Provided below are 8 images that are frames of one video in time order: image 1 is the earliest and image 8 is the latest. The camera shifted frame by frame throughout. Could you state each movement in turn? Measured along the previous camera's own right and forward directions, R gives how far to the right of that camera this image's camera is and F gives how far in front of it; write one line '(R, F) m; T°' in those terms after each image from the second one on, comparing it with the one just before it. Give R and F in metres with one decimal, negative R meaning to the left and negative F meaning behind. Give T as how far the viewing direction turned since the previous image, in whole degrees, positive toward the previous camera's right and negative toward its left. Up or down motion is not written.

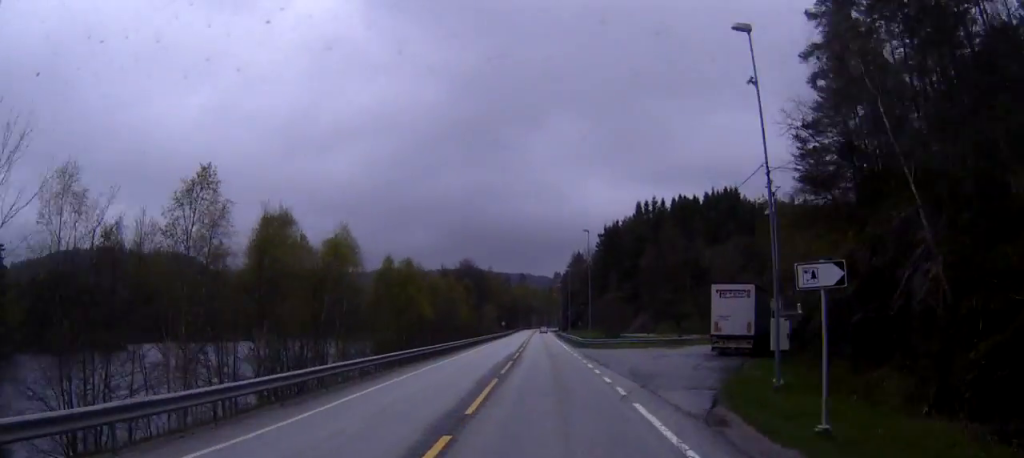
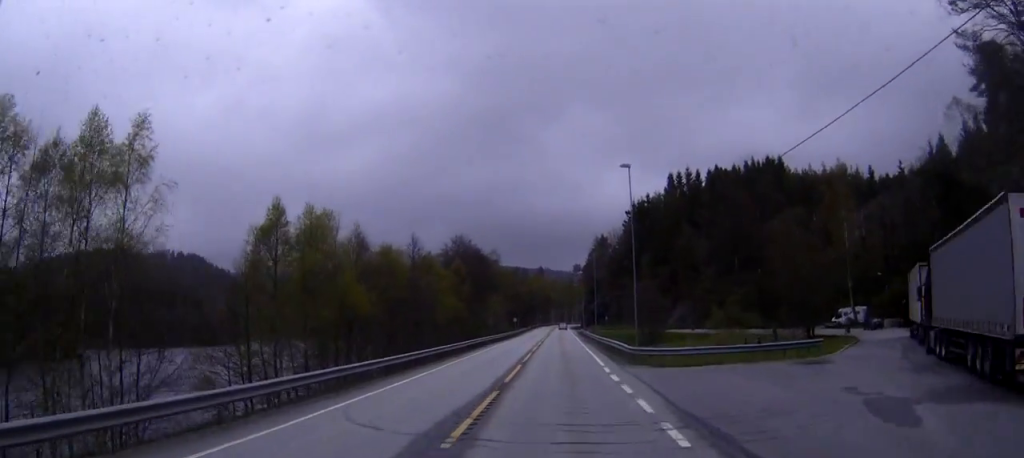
(+0.6, +27.7) m; +2°
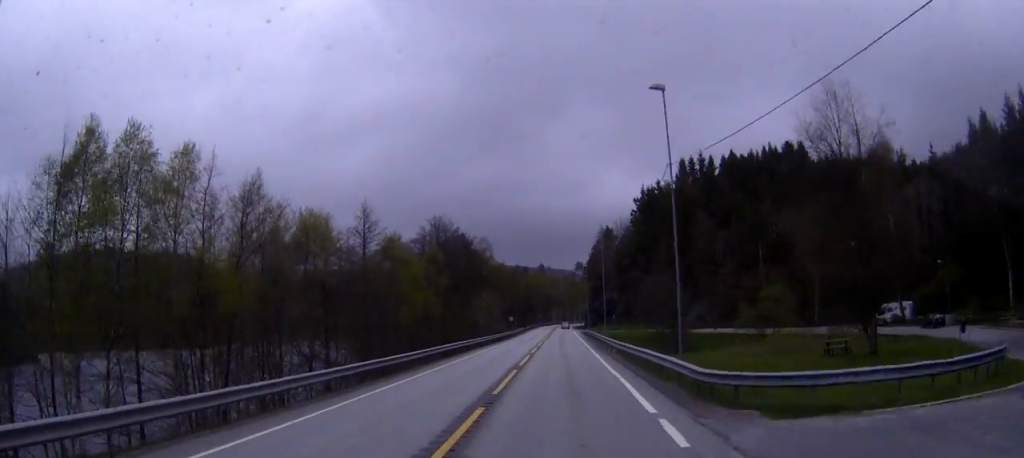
(+0.1, +16.1) m; 0°
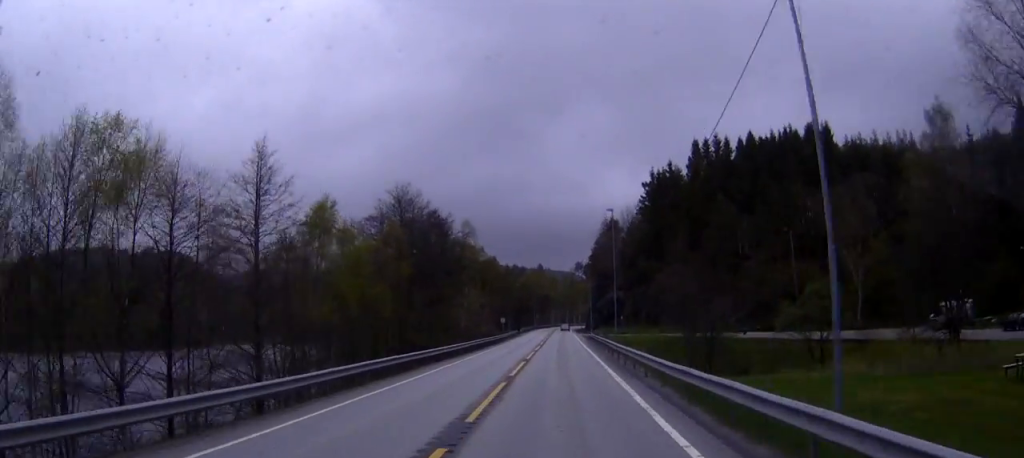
(-0.1, +17.1) m; -1°
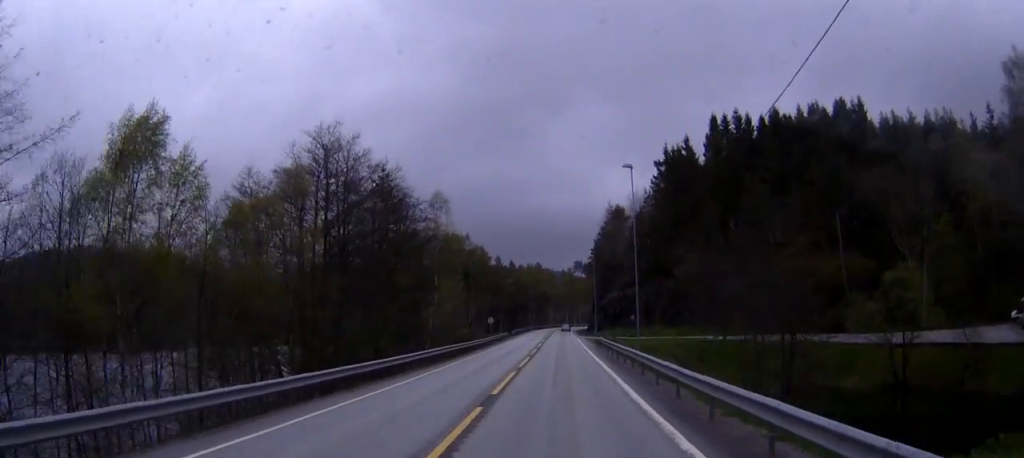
(-0.3, +18.8) m; -1°
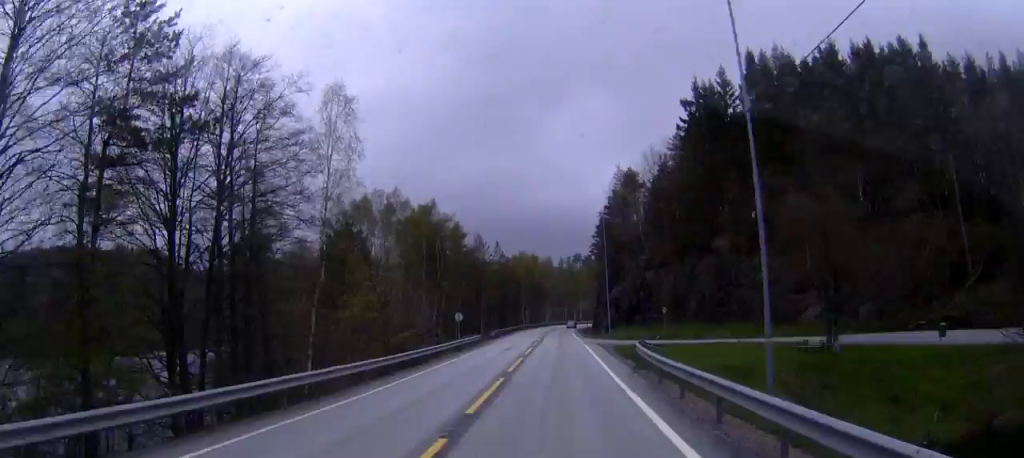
(-0.1, +28.8) m; -1°
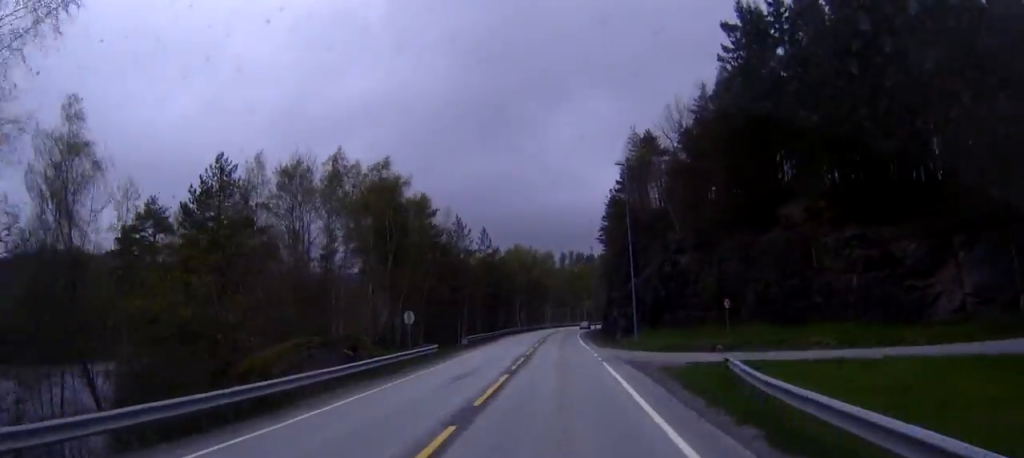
(-0.2, +23.3) m; -1°
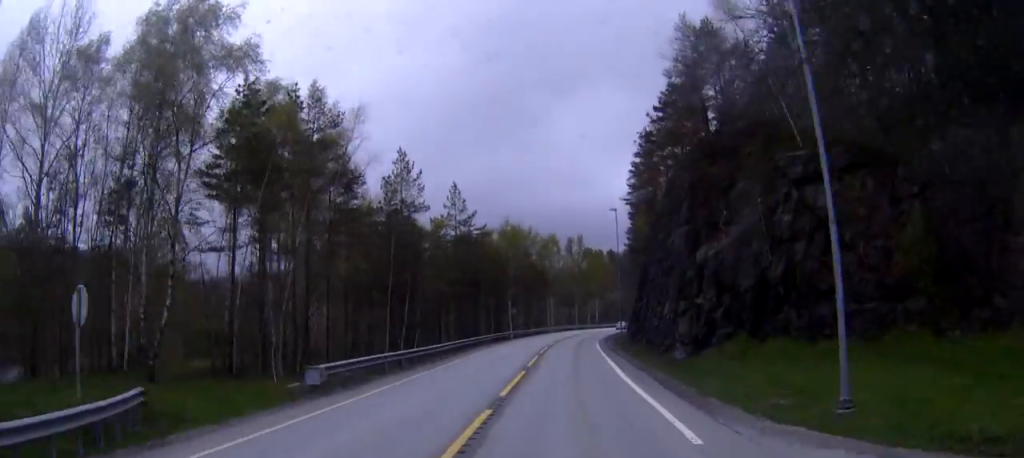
(0.0, +34.1) m; 0°
